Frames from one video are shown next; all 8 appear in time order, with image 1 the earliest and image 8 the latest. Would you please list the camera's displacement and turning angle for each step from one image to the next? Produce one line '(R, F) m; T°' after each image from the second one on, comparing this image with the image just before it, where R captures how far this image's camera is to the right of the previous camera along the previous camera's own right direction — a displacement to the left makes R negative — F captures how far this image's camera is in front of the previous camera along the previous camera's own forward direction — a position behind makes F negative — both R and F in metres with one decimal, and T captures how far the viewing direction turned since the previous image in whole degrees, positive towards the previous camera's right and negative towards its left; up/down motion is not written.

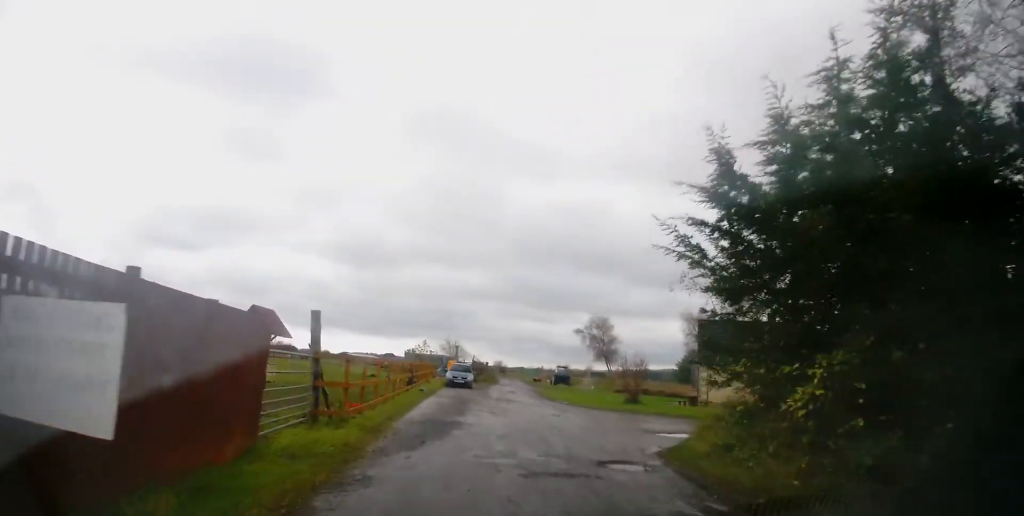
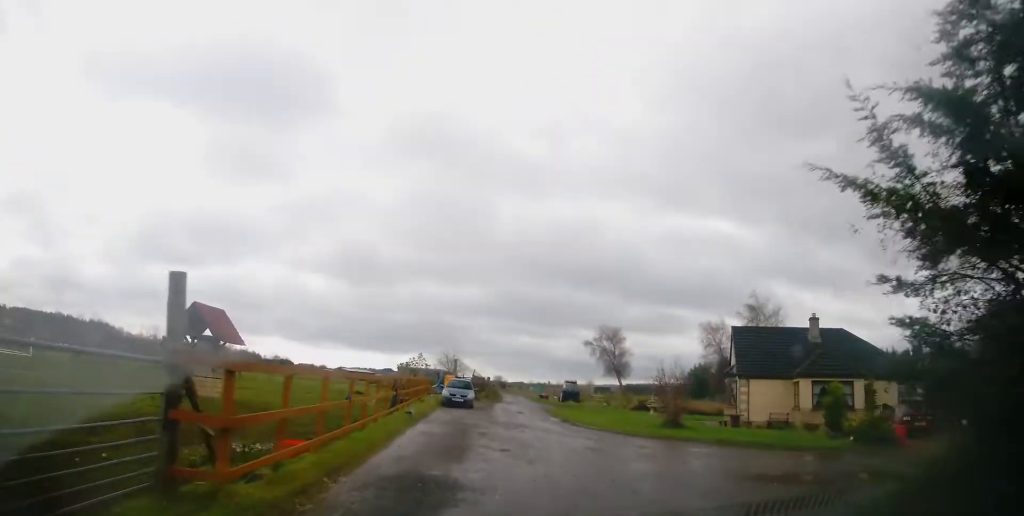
(+0.4, +5.3) m; +4°
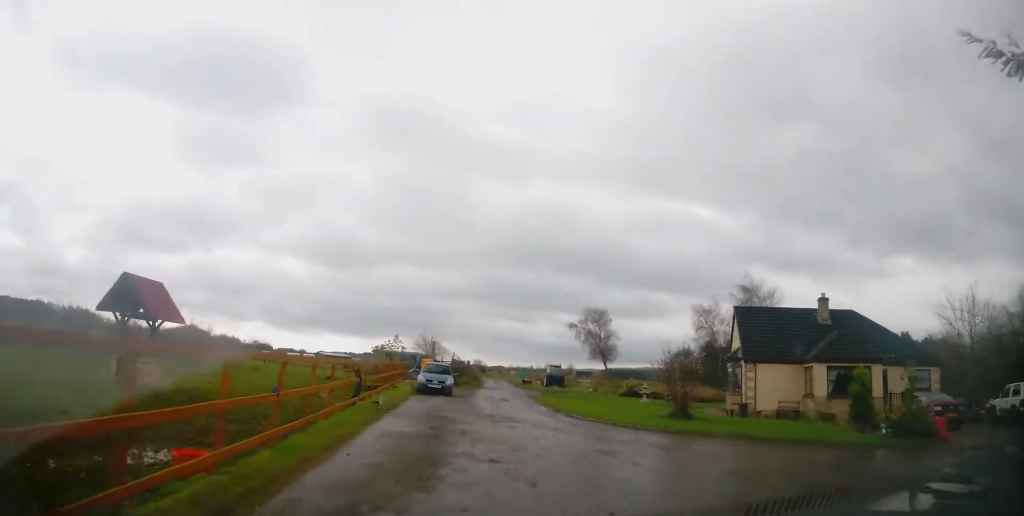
(0.0, +3.0) m; +4°
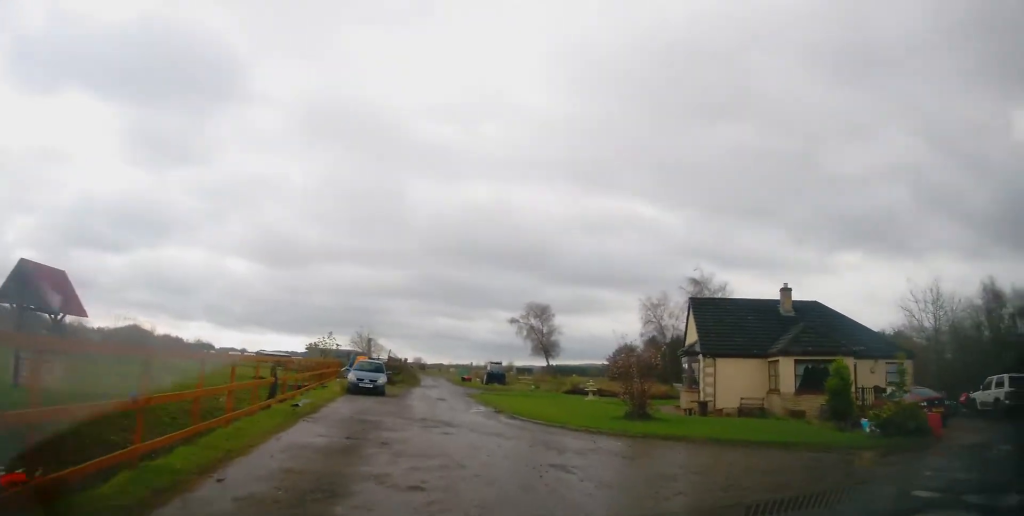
(-0.3, +2.3) m; +6°
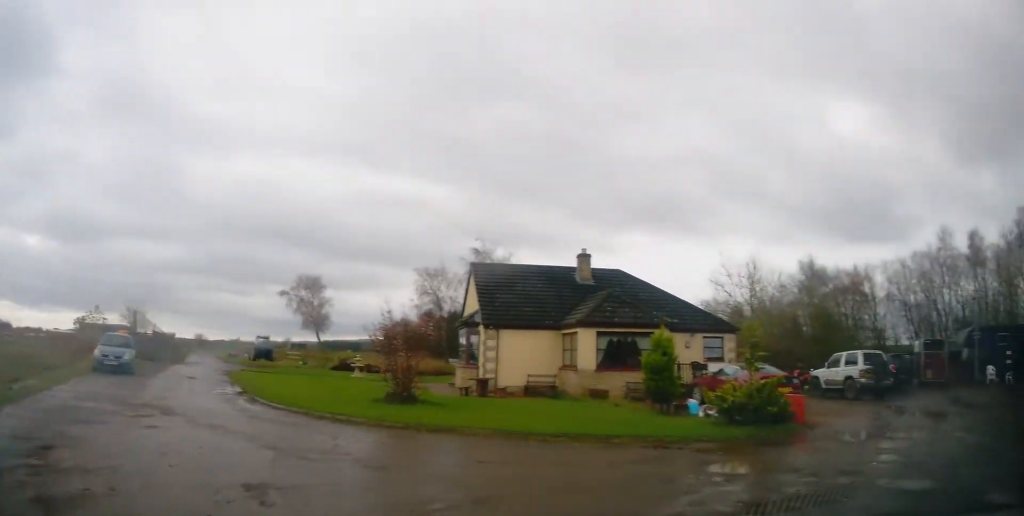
(+1.2, +2.9) m; +34°
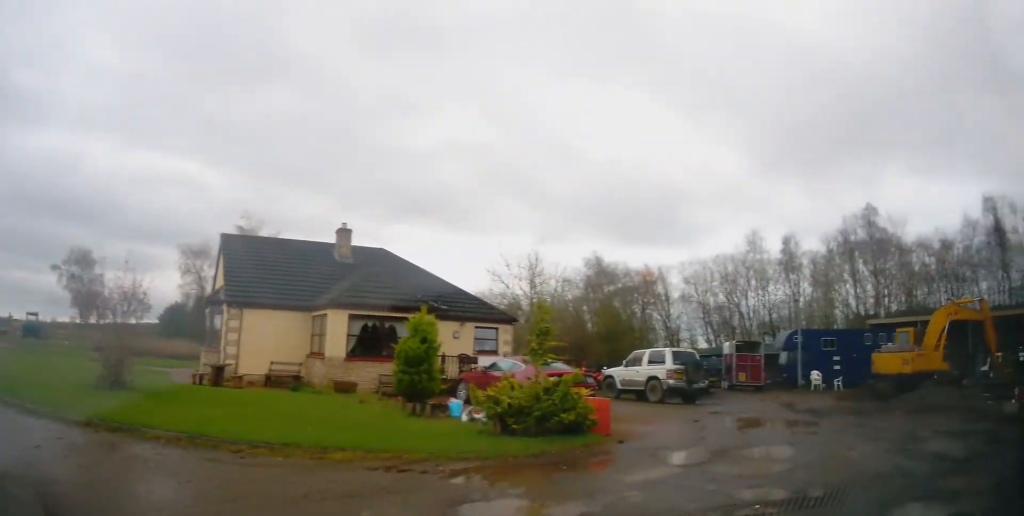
(+0.6, +2.7) m; +20°
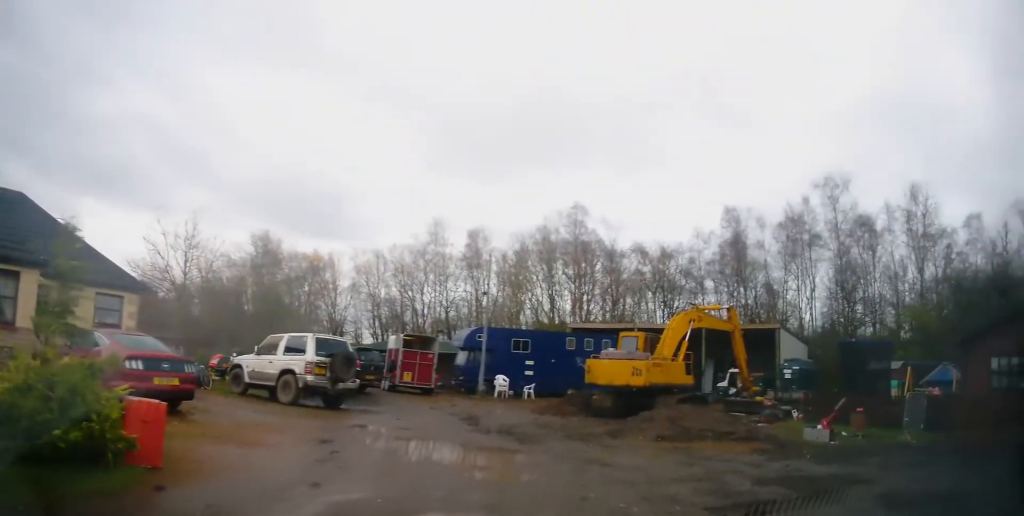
(+0.9, +4.3) m; +18°
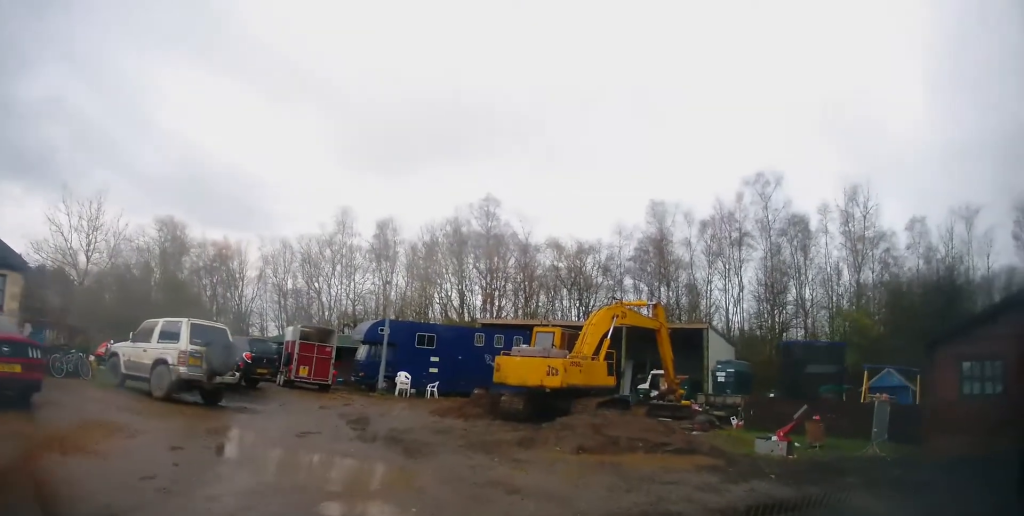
(+0.1, +1.9) m; +4°
